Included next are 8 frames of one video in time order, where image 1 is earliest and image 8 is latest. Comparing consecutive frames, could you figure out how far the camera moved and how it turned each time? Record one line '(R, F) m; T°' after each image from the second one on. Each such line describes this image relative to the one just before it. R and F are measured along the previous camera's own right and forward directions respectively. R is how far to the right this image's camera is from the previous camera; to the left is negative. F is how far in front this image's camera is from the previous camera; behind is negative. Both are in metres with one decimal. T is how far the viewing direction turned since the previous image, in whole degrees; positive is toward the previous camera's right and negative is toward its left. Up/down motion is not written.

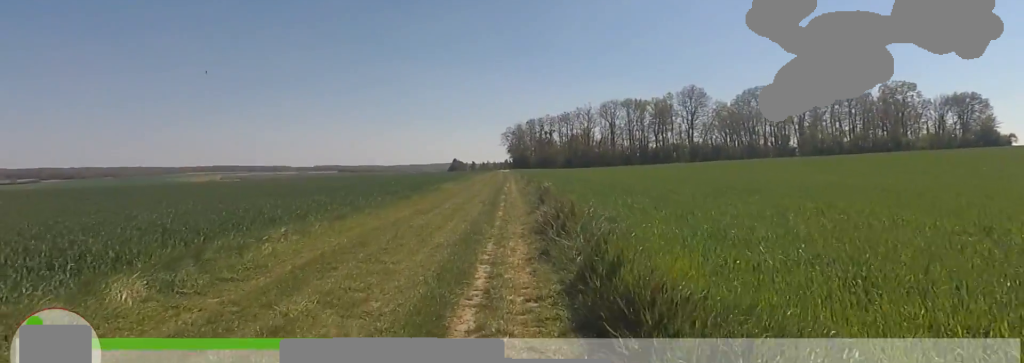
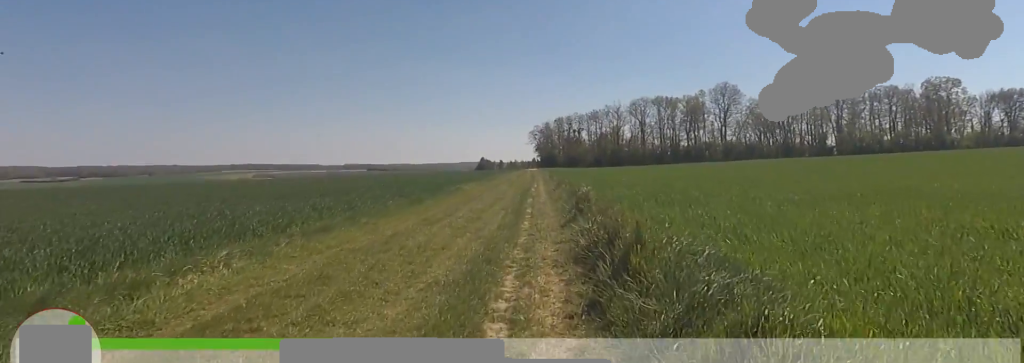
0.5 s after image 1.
(-0.2, +2.6) m; 0°
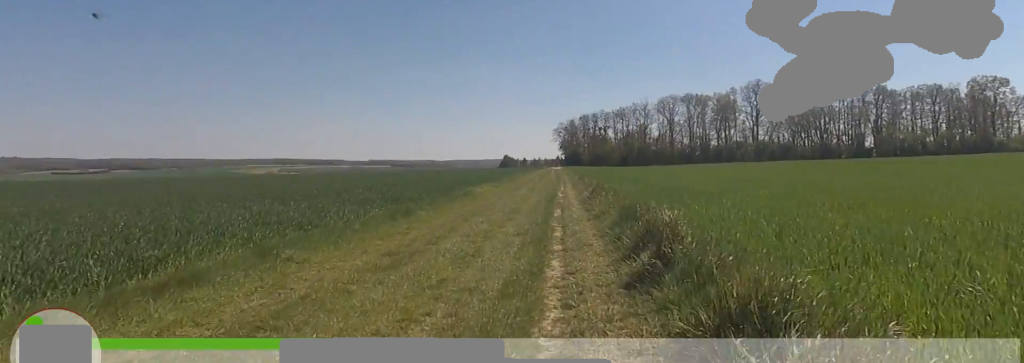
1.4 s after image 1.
(+0.4, +4.5) m; 0°
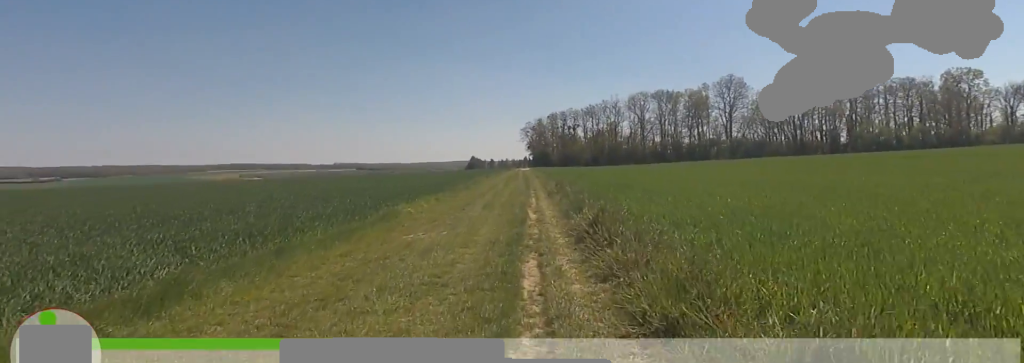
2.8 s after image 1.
(-0.3, +7.0) m; 0°
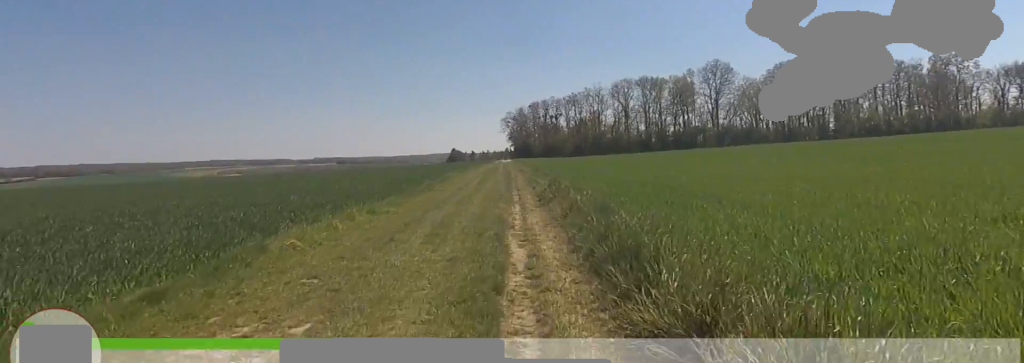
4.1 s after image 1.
(0.0, +6.4) m; 0°
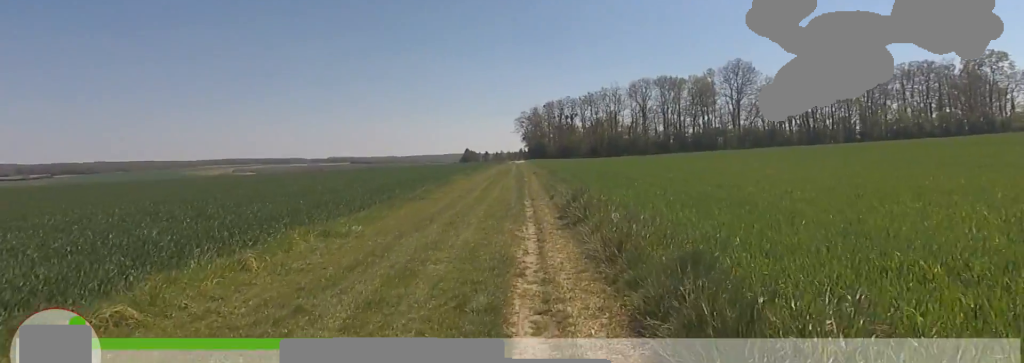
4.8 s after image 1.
(0.0, +3.6) m; 0°
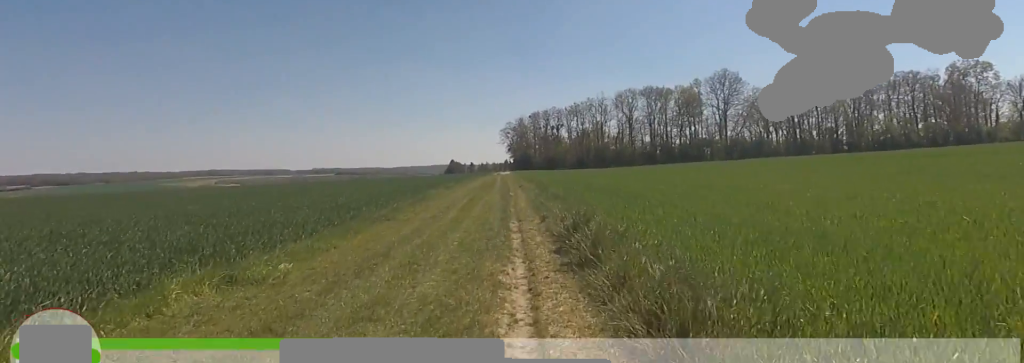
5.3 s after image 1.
(+0.2, +2.6) m; 0°
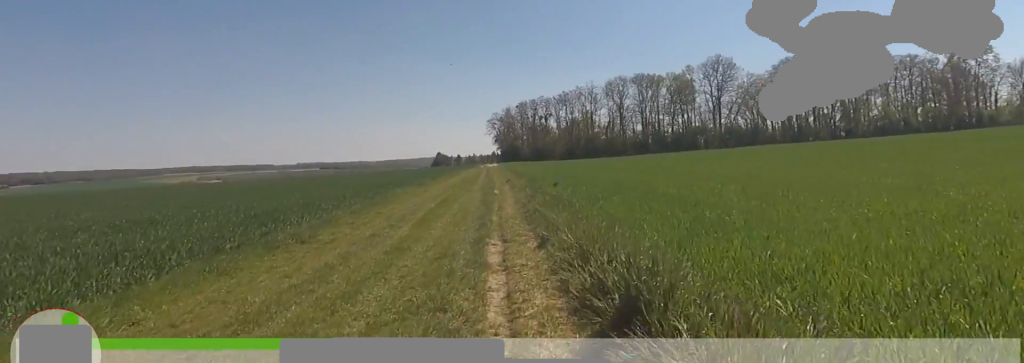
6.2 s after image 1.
(-0.3, +4.6) m; 0°
